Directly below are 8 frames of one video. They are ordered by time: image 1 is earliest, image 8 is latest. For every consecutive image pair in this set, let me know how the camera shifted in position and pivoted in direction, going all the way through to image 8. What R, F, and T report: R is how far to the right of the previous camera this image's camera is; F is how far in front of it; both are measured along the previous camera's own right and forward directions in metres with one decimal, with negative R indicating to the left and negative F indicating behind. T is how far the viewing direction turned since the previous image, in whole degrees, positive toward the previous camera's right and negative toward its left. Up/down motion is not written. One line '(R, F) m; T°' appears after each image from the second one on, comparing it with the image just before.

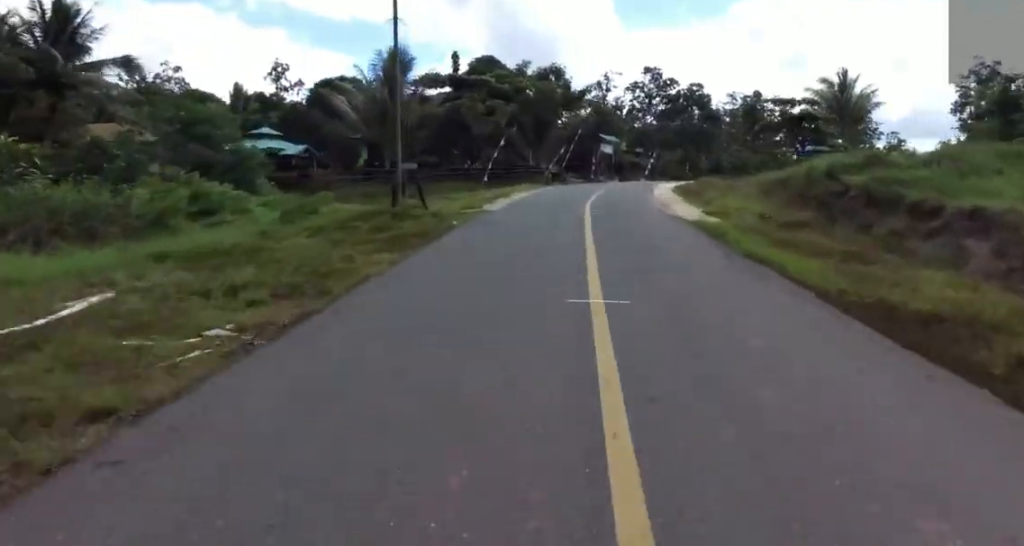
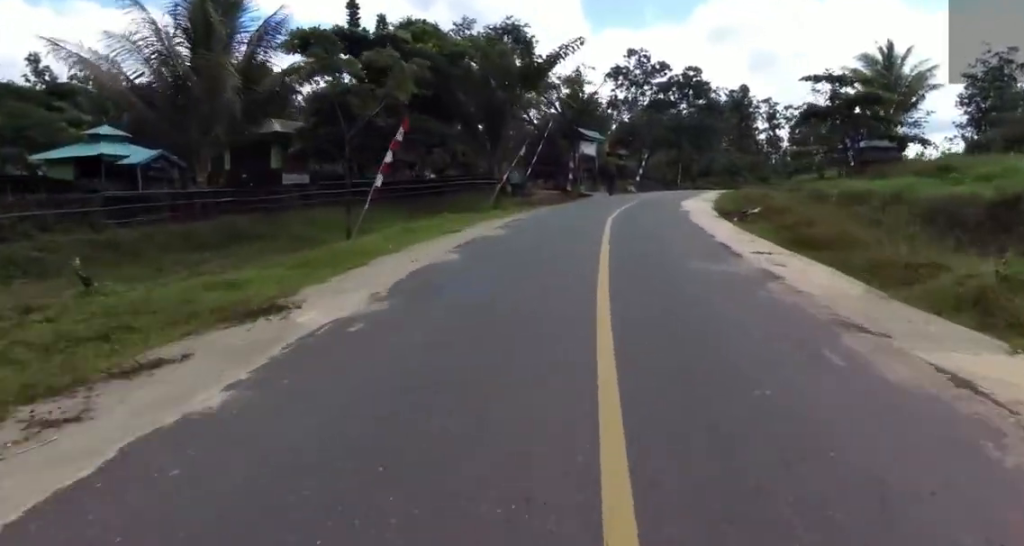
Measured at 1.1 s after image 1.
(-0.5, +16.0) m; -1°
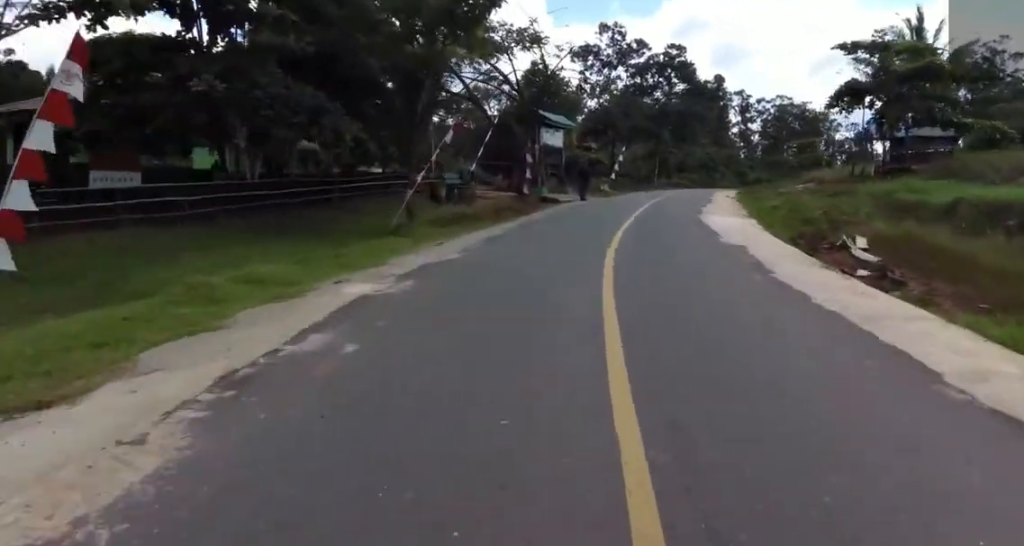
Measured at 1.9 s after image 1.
(0.0, +10.6) m; +4°
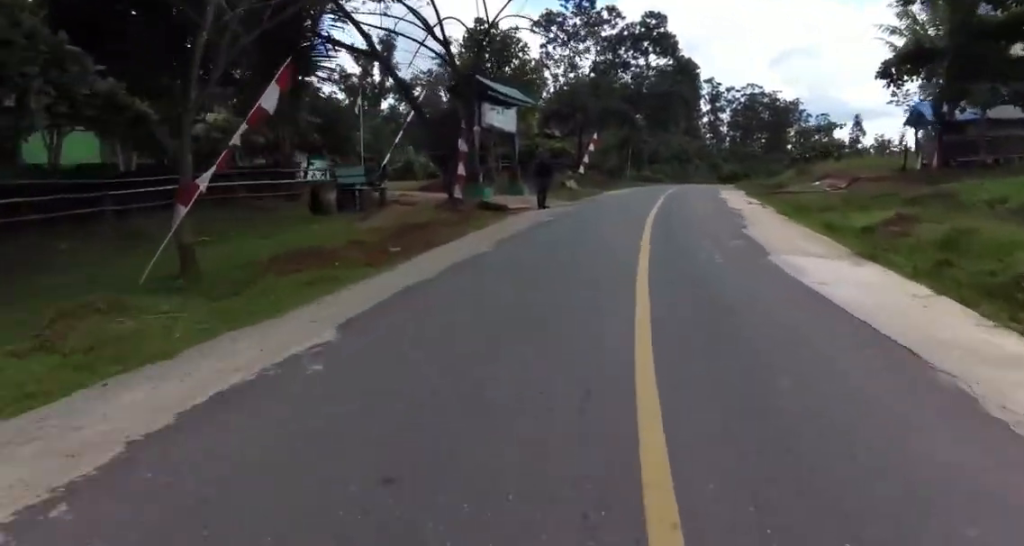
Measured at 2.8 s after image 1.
(+0.5, +8.8) m; +10°
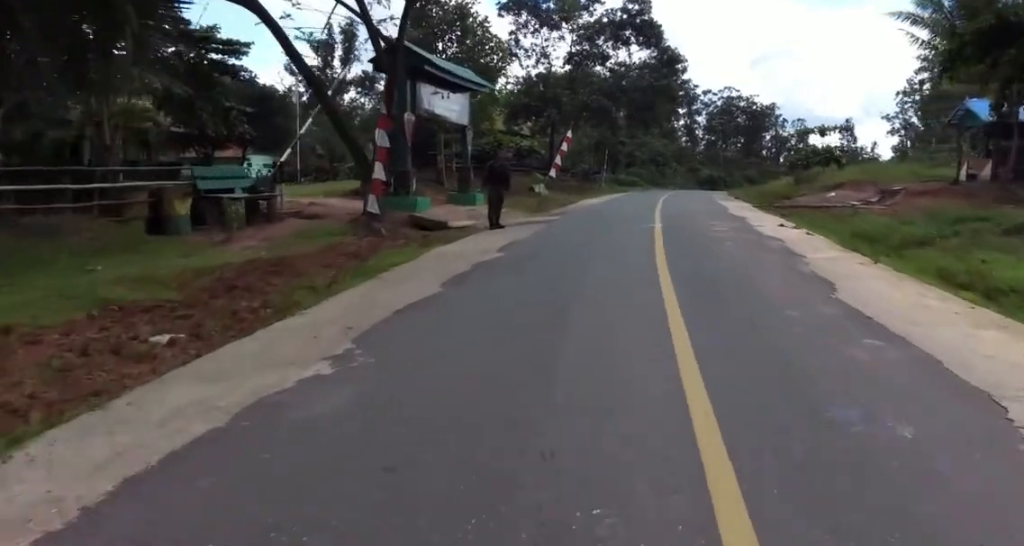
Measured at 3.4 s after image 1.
(+0.8, +5.2) m; +7°
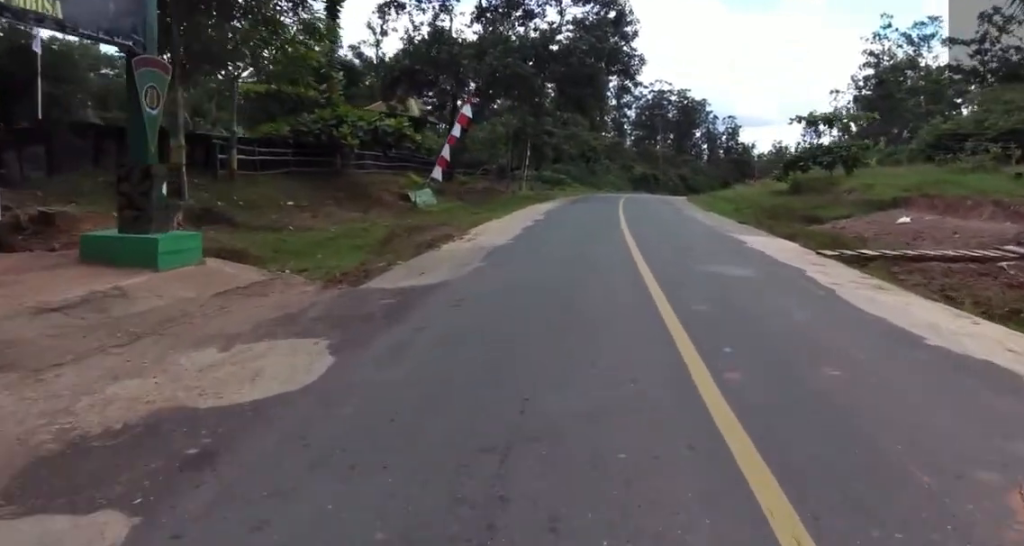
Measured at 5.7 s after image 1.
(+0.9, +12.1) m; +4°
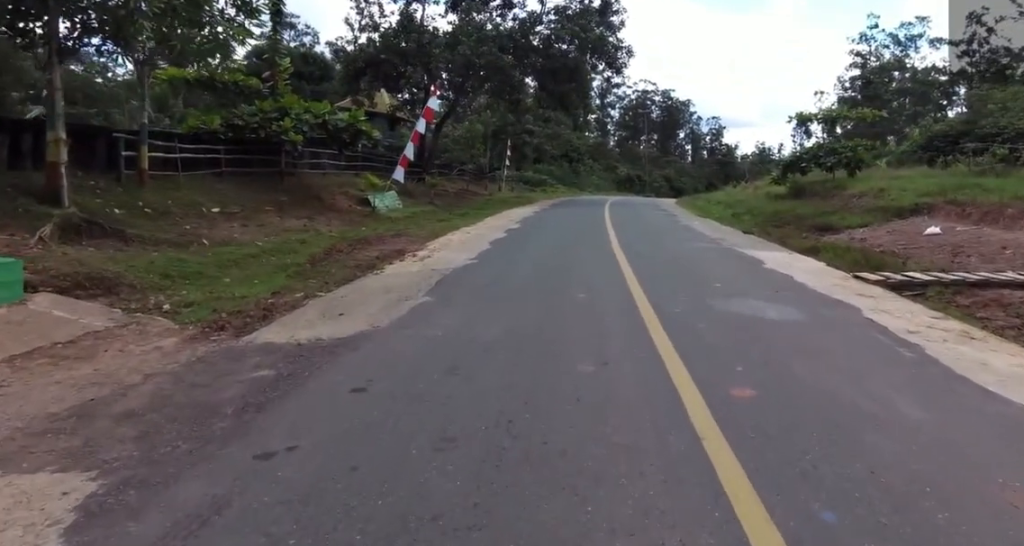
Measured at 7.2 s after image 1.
(0.0, +1.9) m; 0°
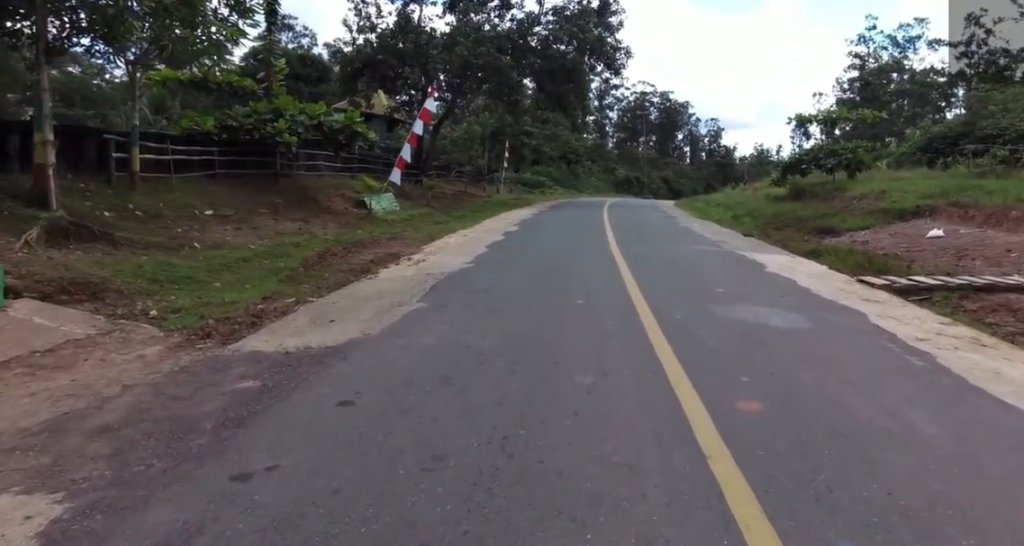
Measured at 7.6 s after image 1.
(0.0, +0.1) m; 0°
